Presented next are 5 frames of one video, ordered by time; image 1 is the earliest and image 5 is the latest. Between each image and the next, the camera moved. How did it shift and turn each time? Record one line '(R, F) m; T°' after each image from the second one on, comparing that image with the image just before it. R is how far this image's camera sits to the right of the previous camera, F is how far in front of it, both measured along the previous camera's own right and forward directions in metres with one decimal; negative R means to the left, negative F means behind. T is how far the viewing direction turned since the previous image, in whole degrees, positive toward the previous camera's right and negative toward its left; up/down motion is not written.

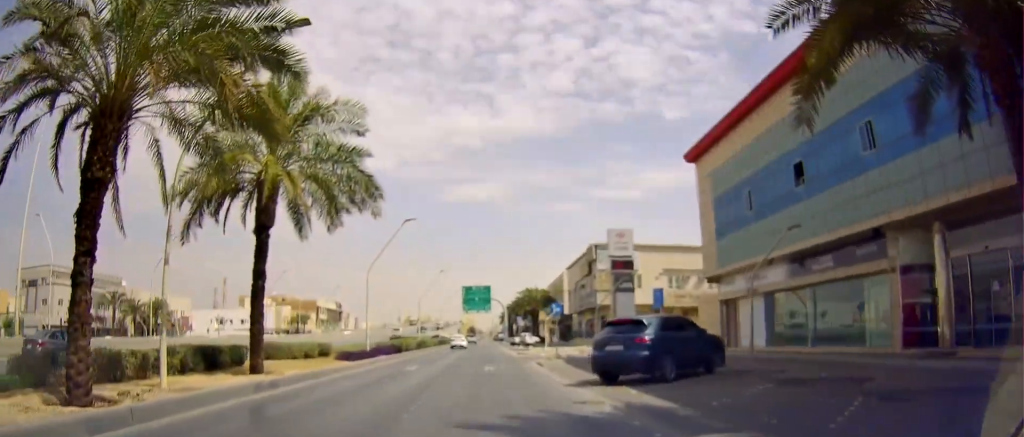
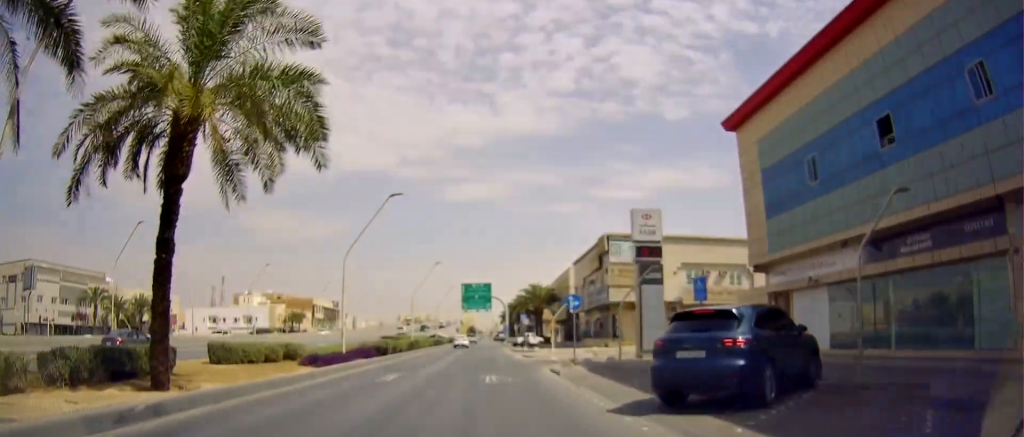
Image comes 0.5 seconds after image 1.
(-0.3, +5.4) m; 0°
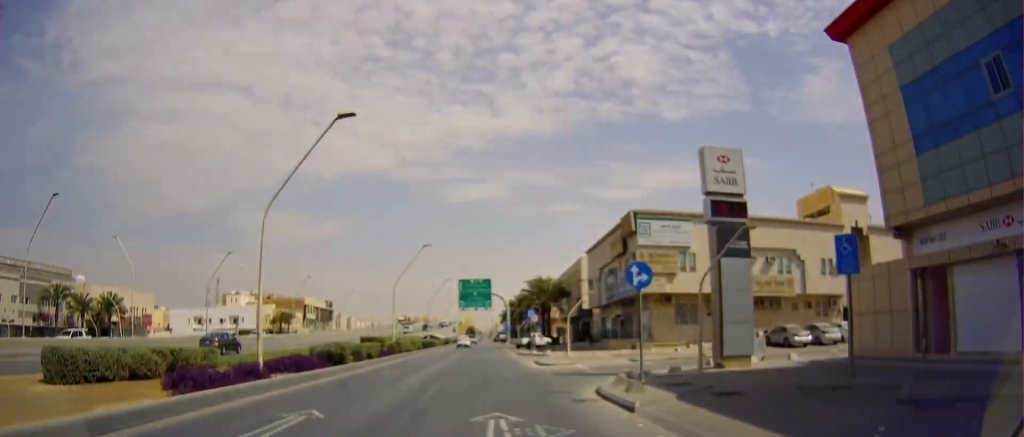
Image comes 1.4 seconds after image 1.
(+0.3, +9.7) m; +2°
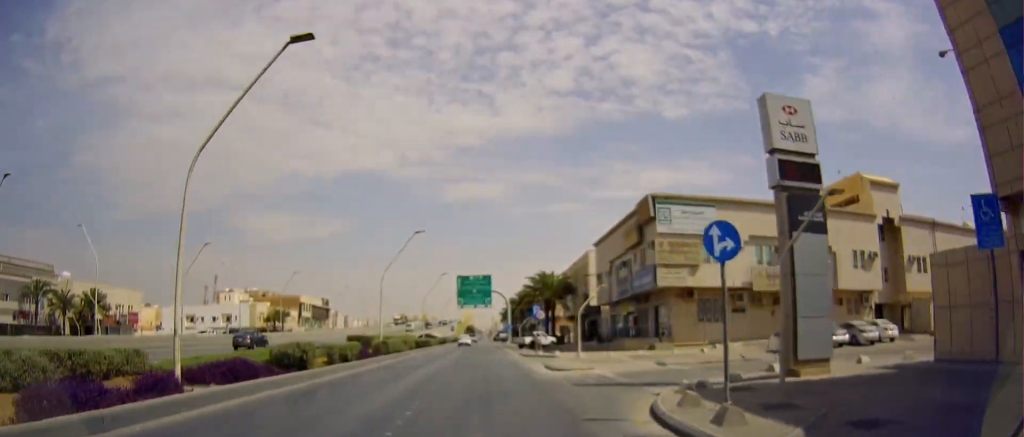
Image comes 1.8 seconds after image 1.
(+0.1, +4.7) m; +1°
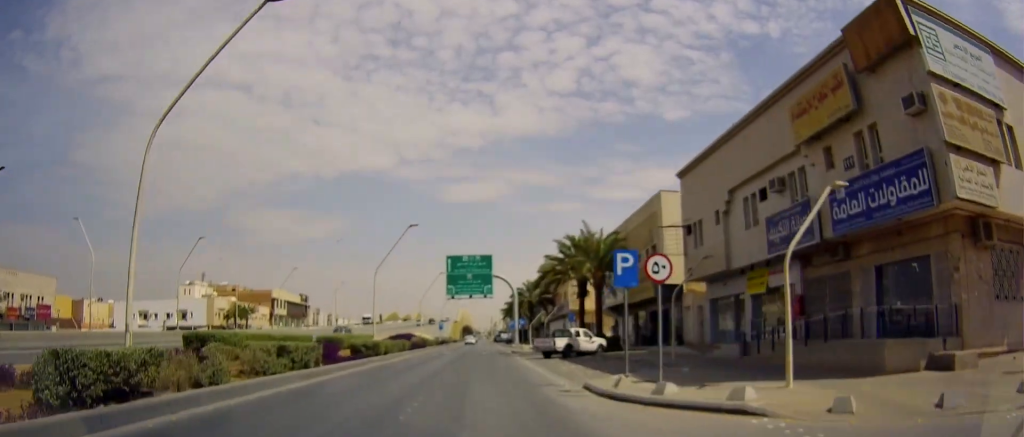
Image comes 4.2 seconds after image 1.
(-0.7, +25.7) m; -2°
